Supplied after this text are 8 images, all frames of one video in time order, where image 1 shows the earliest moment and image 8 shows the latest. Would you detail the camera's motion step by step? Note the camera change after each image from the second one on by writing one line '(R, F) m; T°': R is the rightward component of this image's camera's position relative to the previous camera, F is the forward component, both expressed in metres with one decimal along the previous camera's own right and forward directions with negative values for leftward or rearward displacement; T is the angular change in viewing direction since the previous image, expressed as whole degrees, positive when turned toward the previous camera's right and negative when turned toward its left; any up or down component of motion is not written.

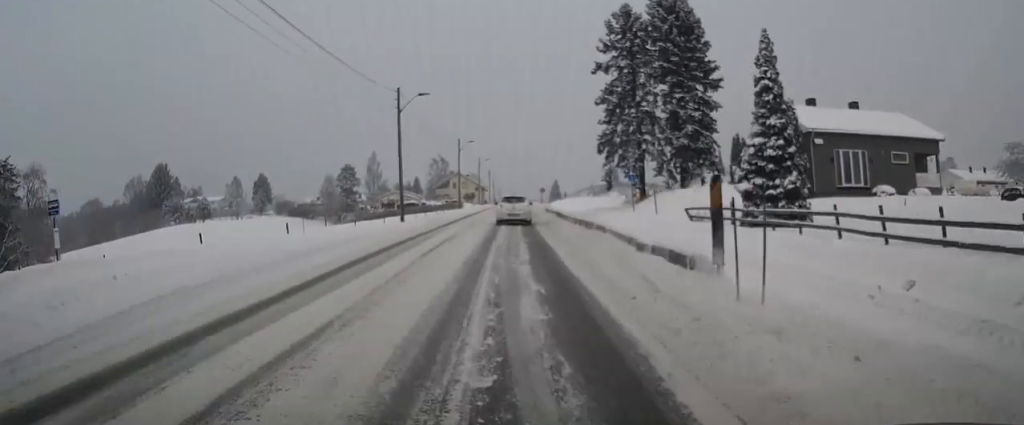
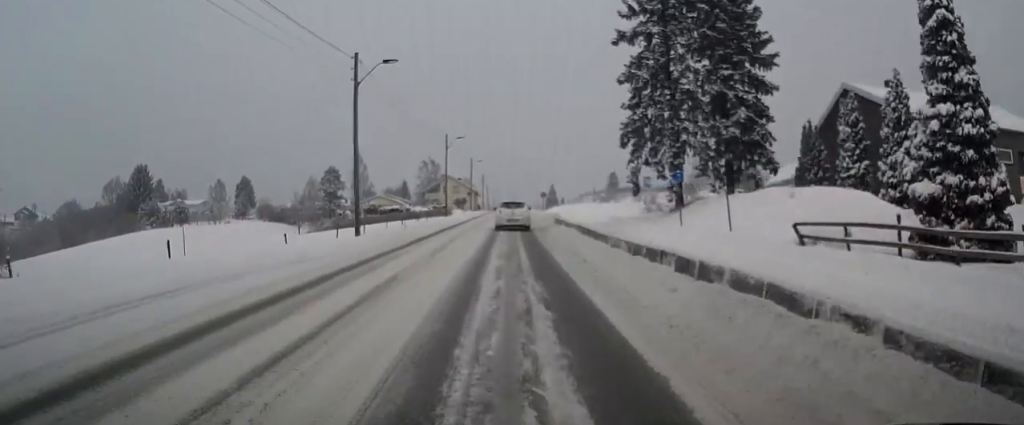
(-0.1, +10.6) m; +1°
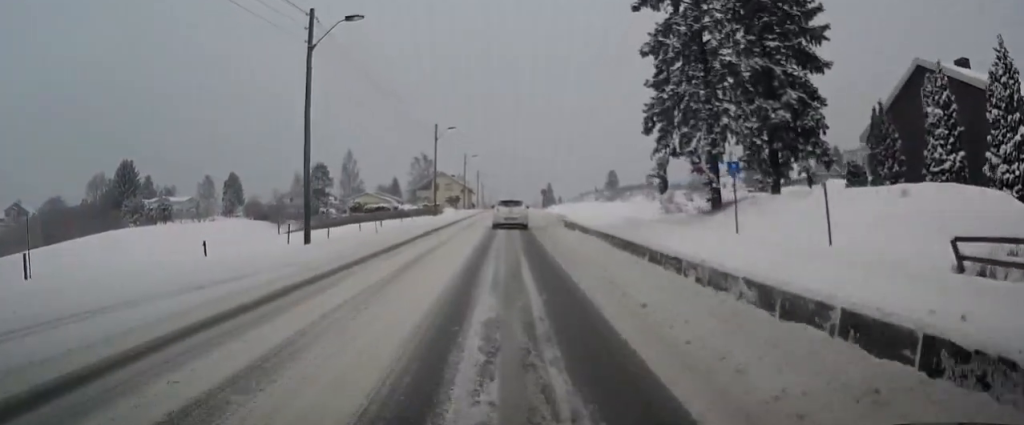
(+0.1, +6.7) m; +1°
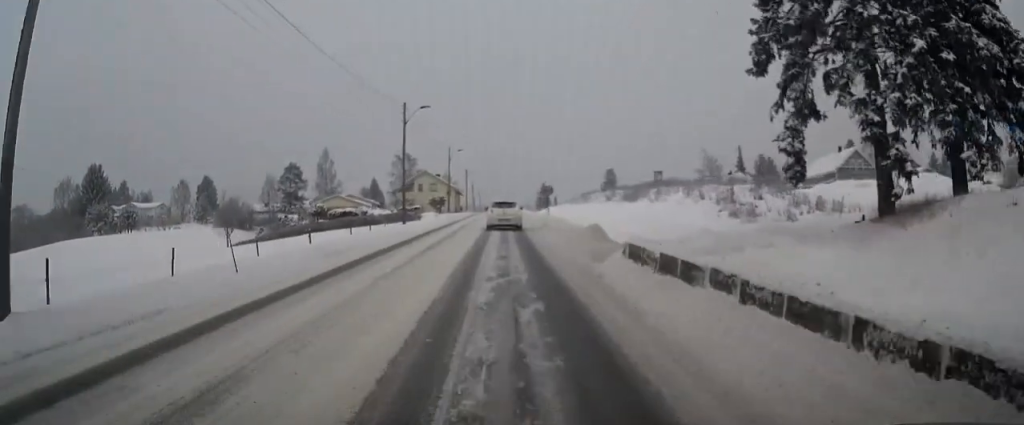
(+0.2, +13.8) m; +1°
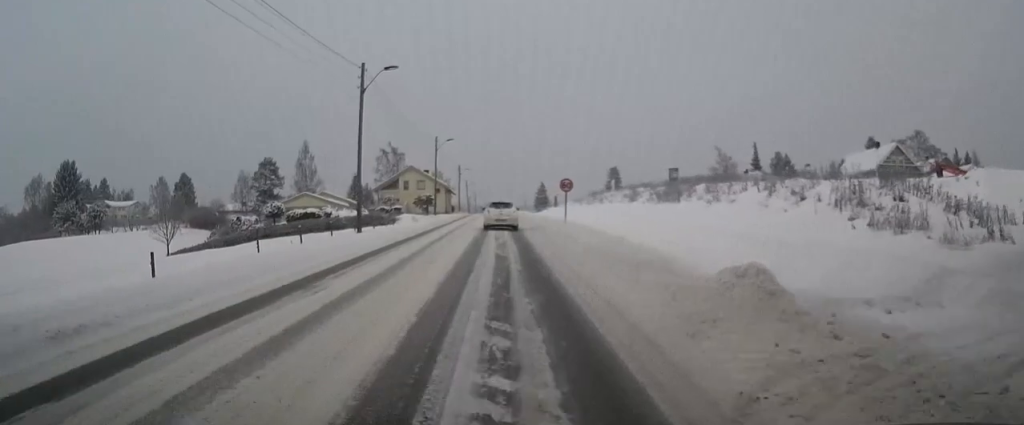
(0.0, +12.6) m; 0°
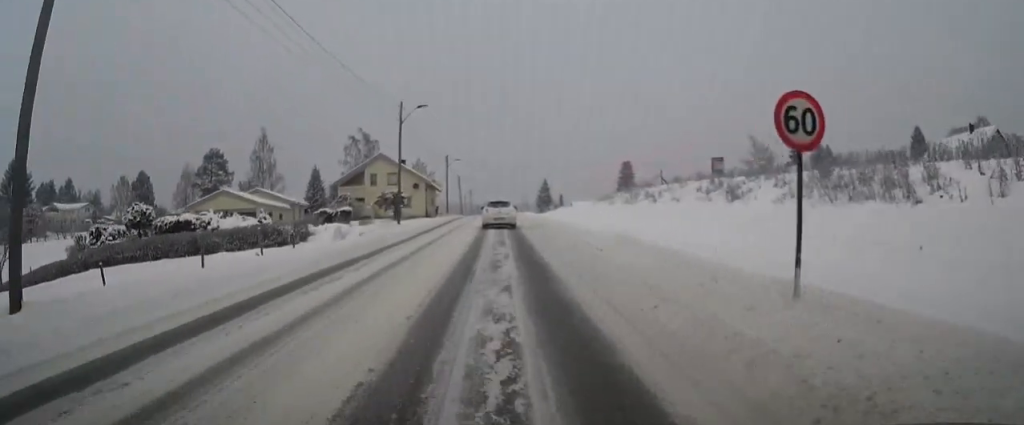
(0.0, +22.2) m; -1°
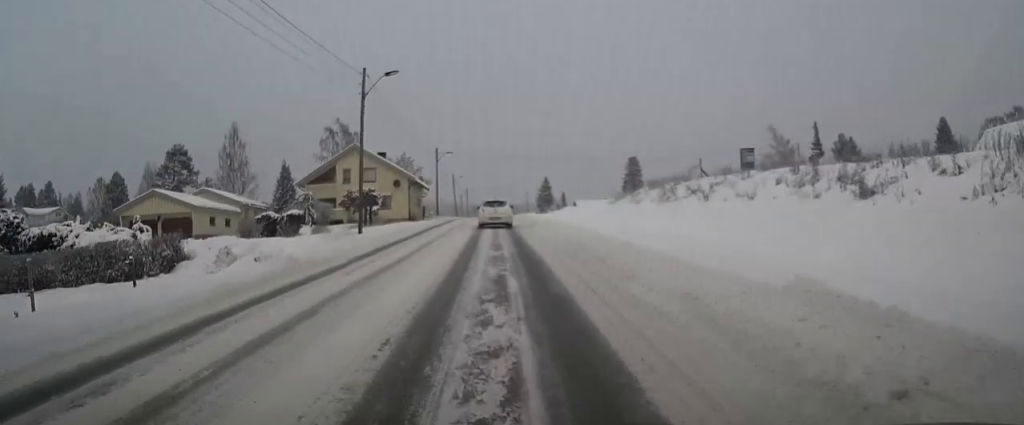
(-0.1, +11.1) m; 0°
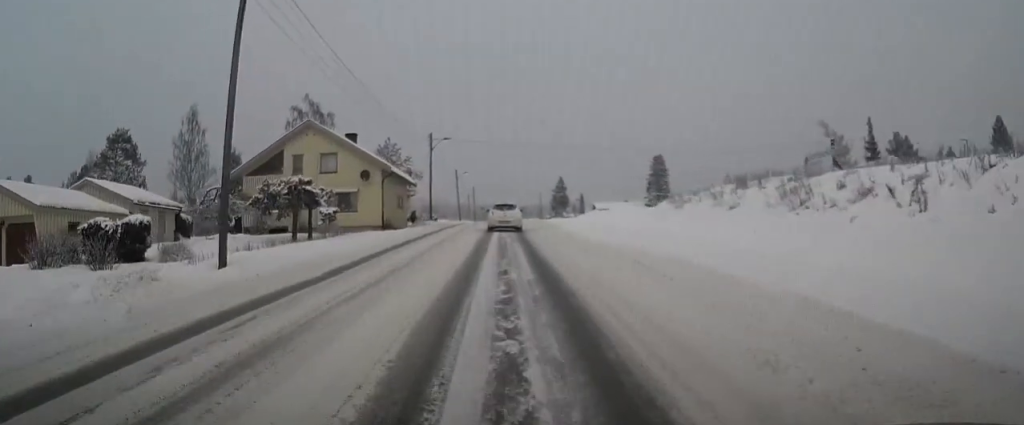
(0.0, +16.5) m; 0°
